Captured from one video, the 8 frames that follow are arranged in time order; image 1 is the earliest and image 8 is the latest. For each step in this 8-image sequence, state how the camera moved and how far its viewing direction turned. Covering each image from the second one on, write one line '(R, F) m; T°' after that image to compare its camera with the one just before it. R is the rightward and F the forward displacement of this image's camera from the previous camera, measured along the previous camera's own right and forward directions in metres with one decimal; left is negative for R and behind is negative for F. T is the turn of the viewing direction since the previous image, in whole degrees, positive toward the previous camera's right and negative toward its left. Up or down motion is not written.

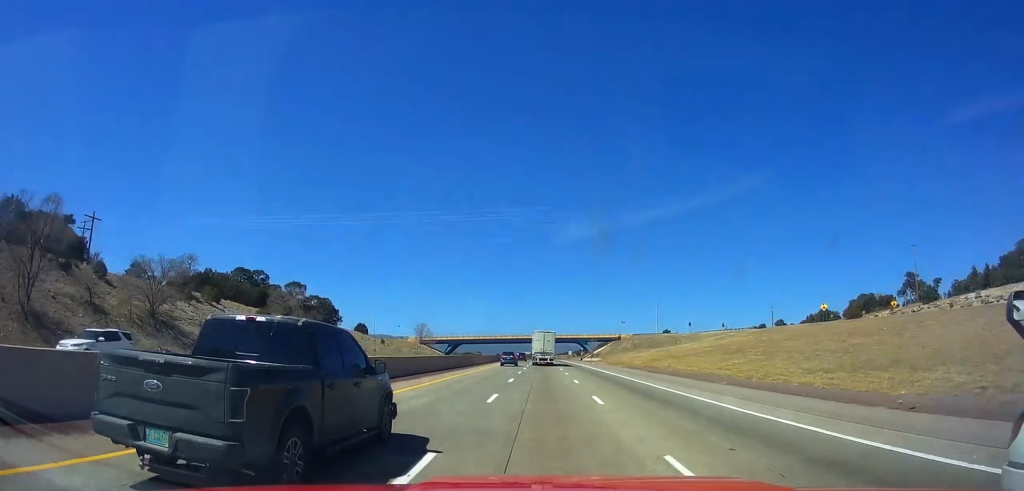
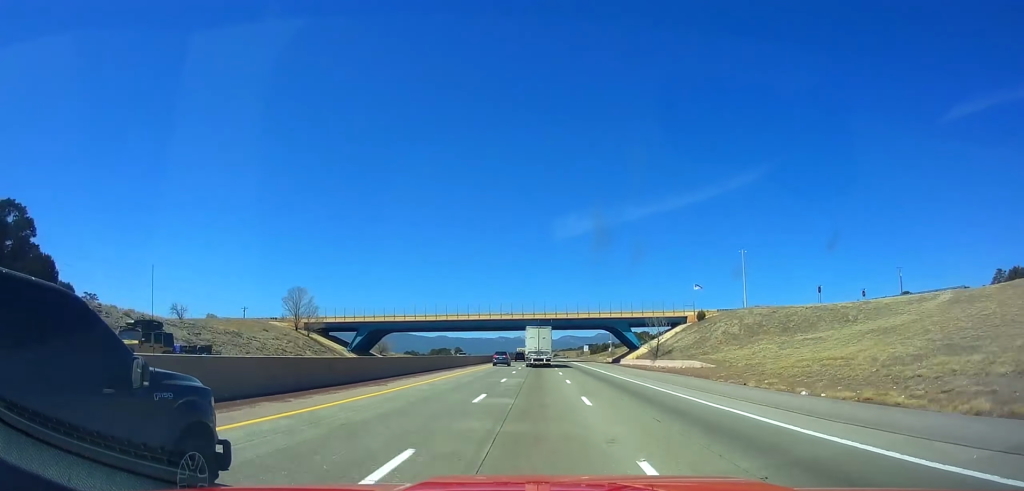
(-0.6, +95.9) m; -1°
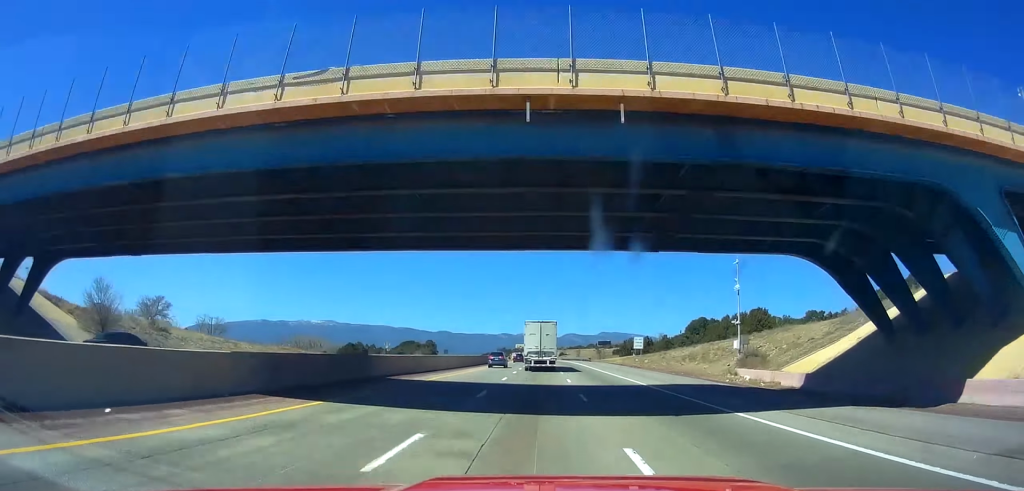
(-0.3, +81.4) m; 0°
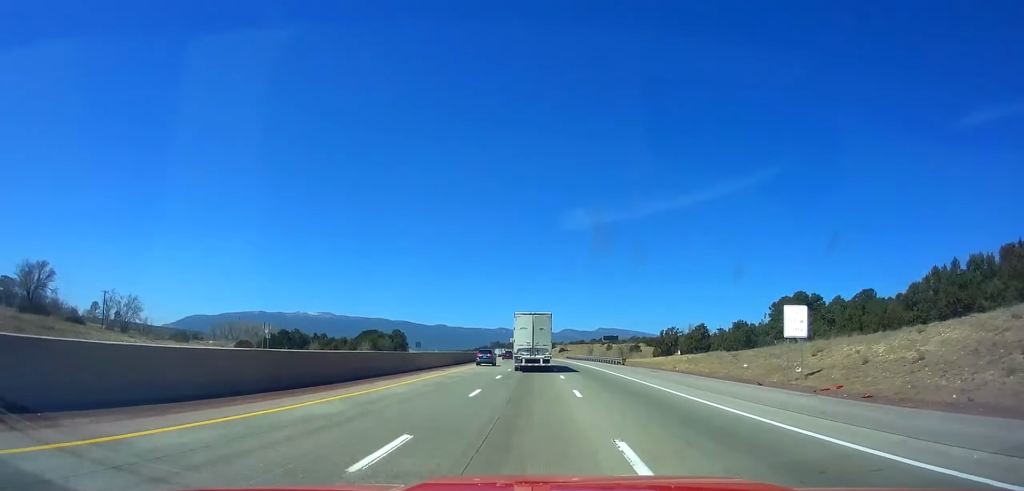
(+0.1, +46.9) m; 0°
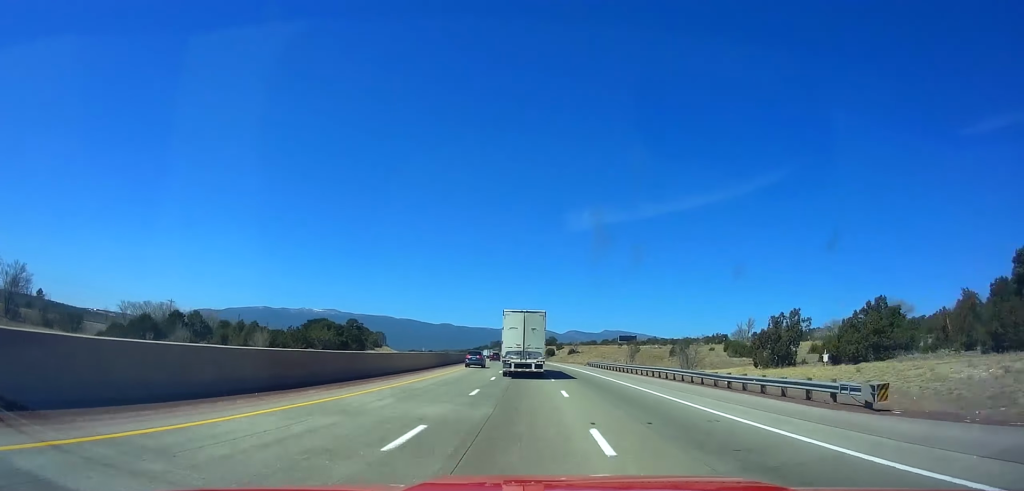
(+0.6, +46.9) m; 0°
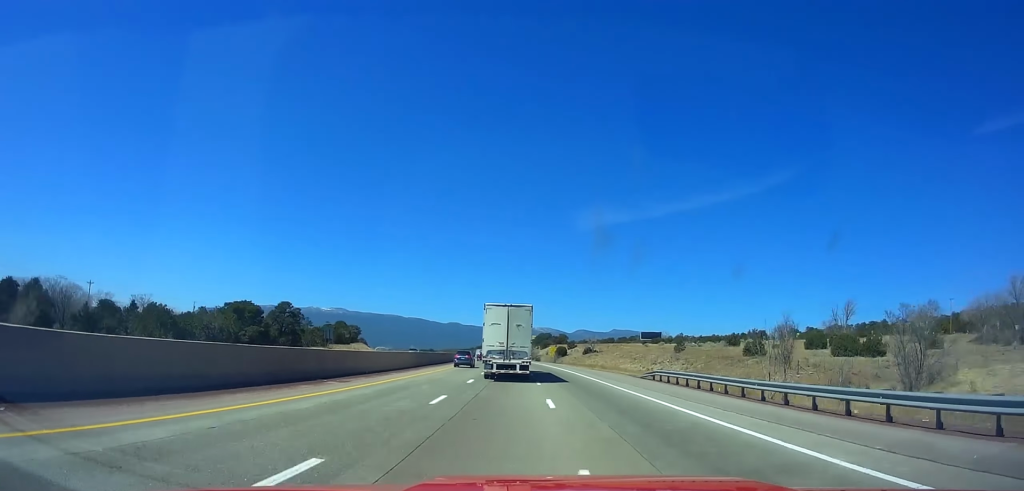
(-0.3, +40.2) m; -1°
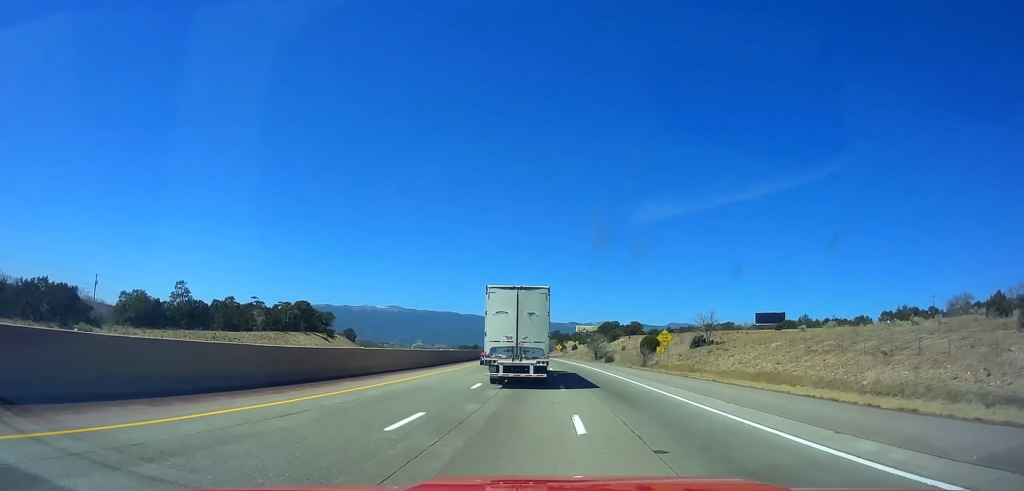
(-1.3, +76.8) m; -3°
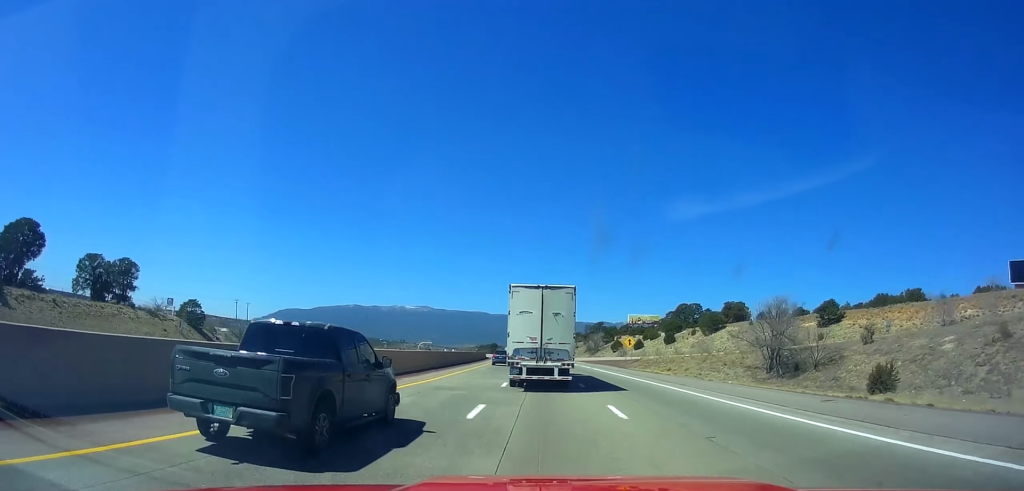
(-3.9, +96.4) m; -5°
